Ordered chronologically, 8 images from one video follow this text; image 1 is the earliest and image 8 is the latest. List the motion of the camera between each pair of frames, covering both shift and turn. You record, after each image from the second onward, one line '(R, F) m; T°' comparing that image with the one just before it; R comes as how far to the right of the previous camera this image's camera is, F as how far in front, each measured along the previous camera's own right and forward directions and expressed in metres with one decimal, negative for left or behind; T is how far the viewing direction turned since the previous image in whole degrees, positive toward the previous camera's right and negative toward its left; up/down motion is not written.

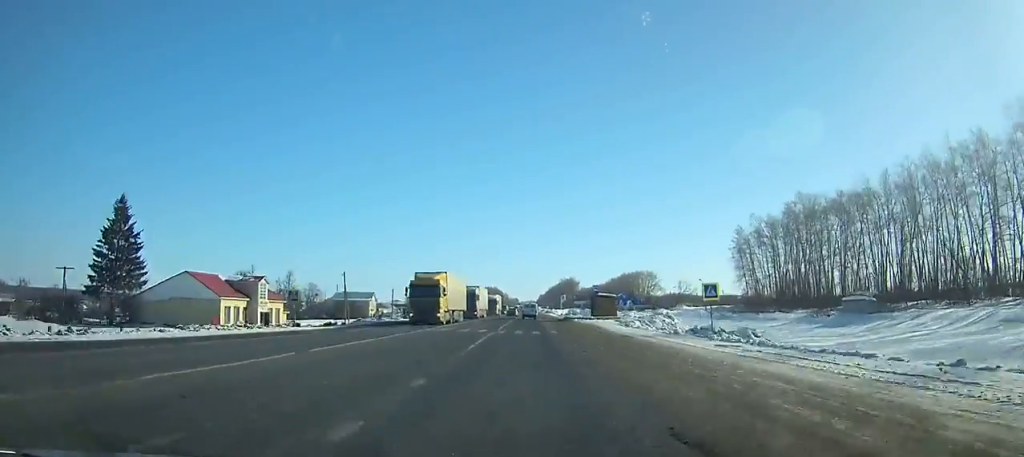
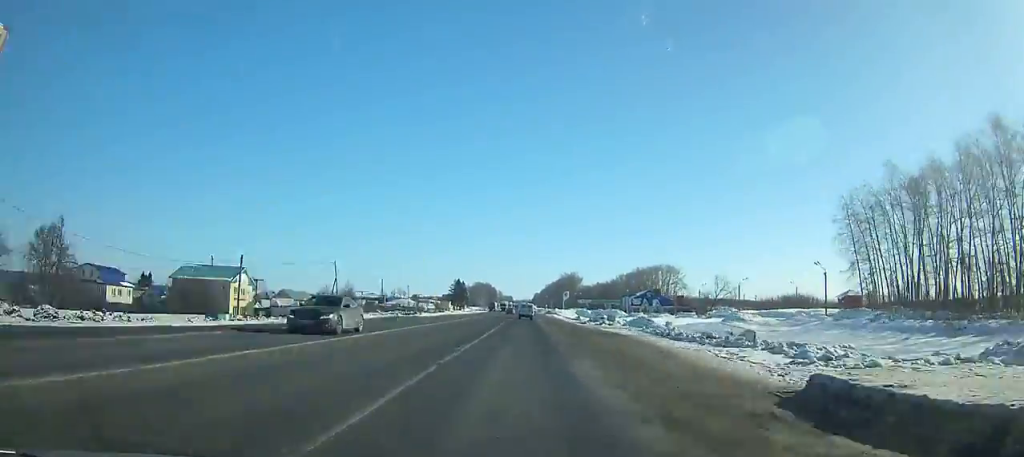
(0.0, +60.2) m; 0°
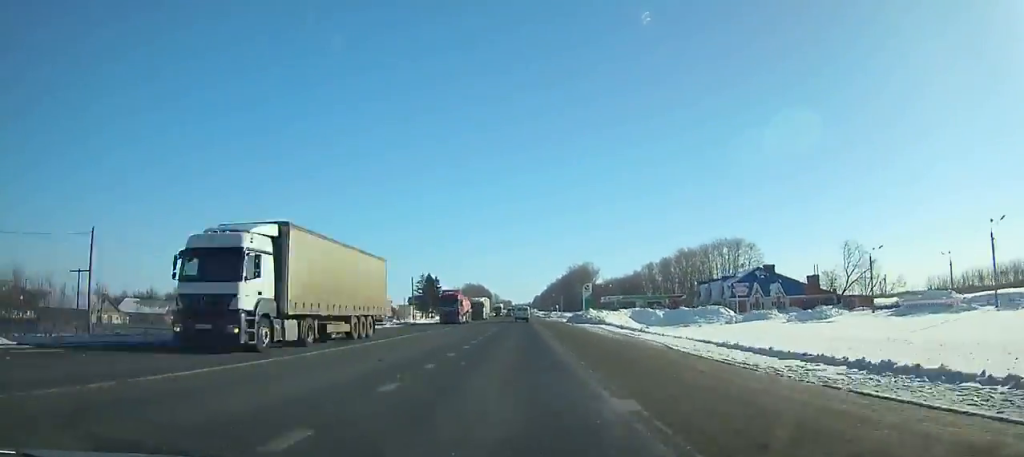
(+0.7, +95.2) m; 0°
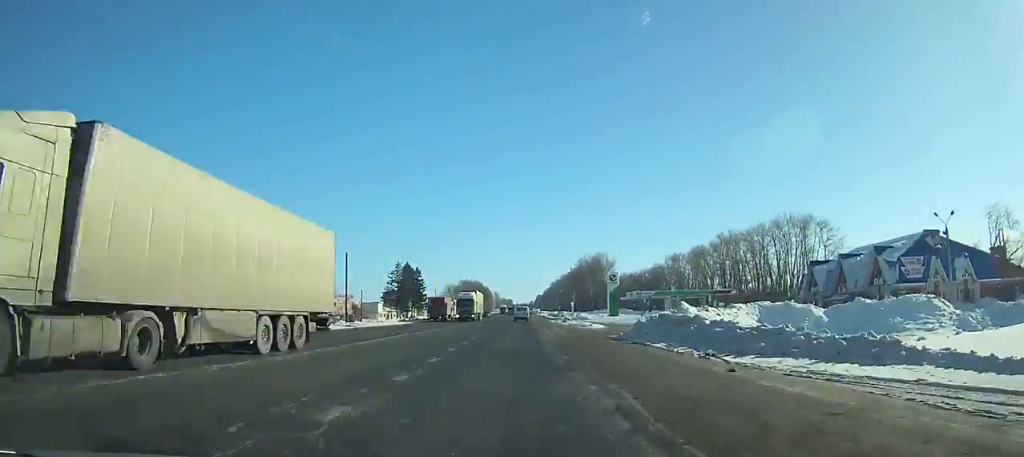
(-0.1, +45.6) m; 0°
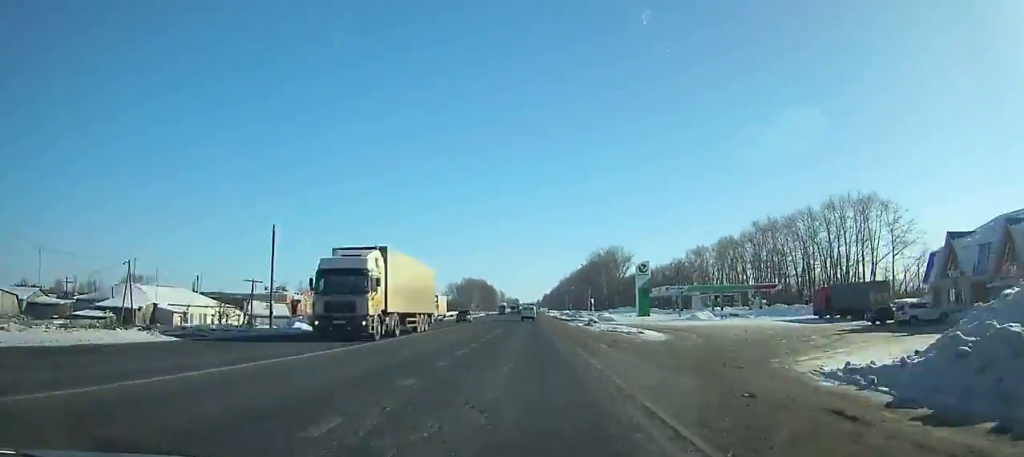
(0.0, +25.7) m; 0°
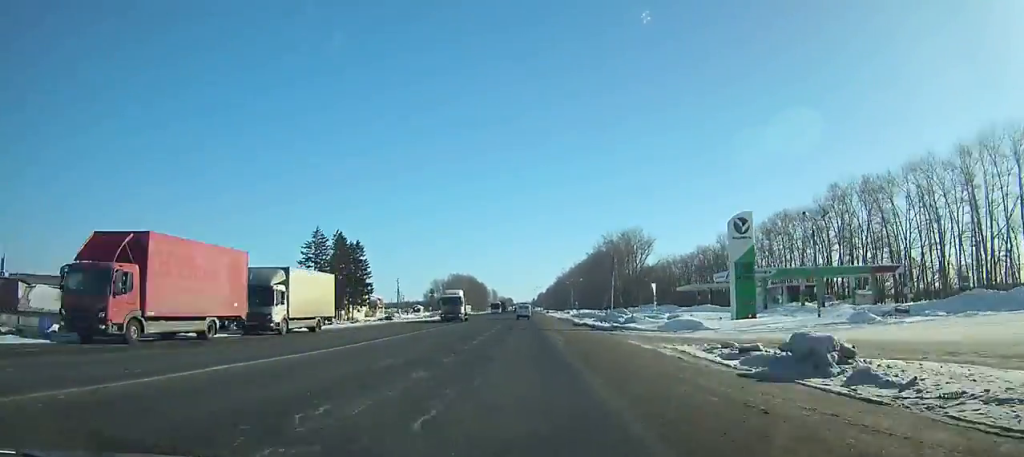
(-0.1, +48.1) m; 0°
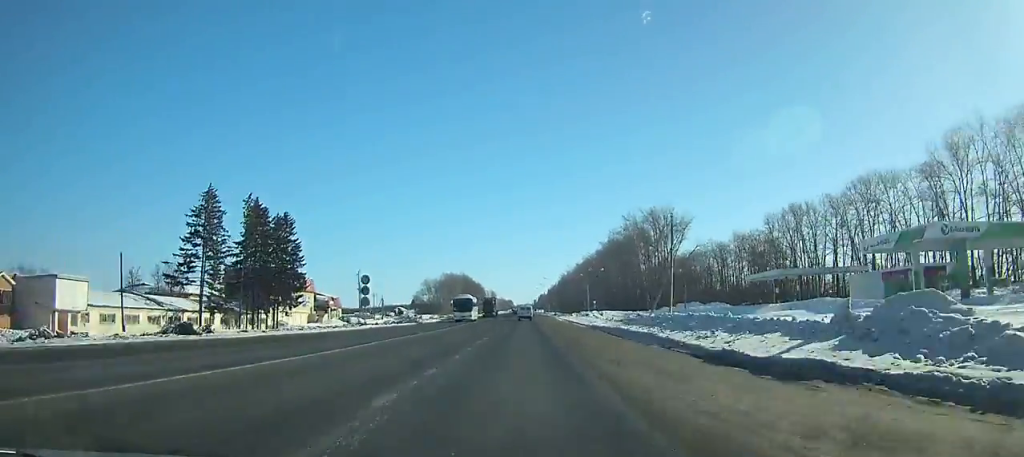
(-0.1, +39.6) m; 0°
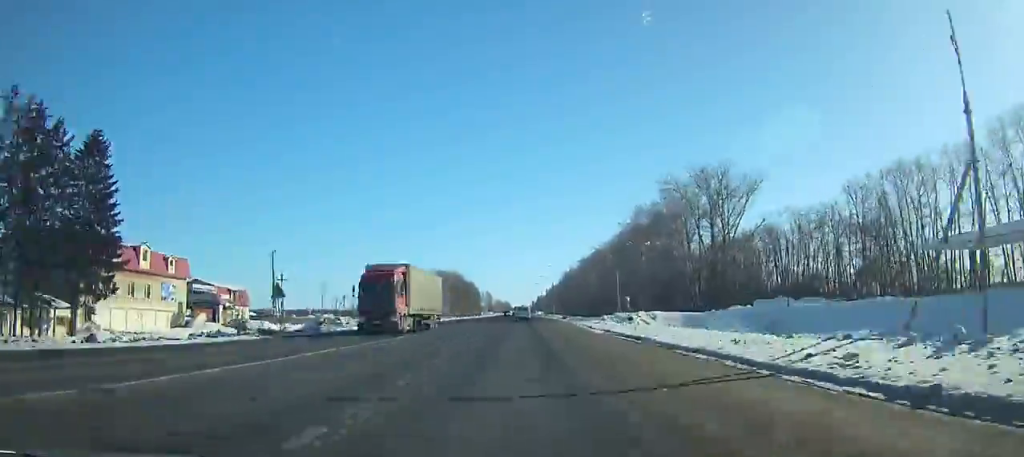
(0.0, +42.1) m; 0°
